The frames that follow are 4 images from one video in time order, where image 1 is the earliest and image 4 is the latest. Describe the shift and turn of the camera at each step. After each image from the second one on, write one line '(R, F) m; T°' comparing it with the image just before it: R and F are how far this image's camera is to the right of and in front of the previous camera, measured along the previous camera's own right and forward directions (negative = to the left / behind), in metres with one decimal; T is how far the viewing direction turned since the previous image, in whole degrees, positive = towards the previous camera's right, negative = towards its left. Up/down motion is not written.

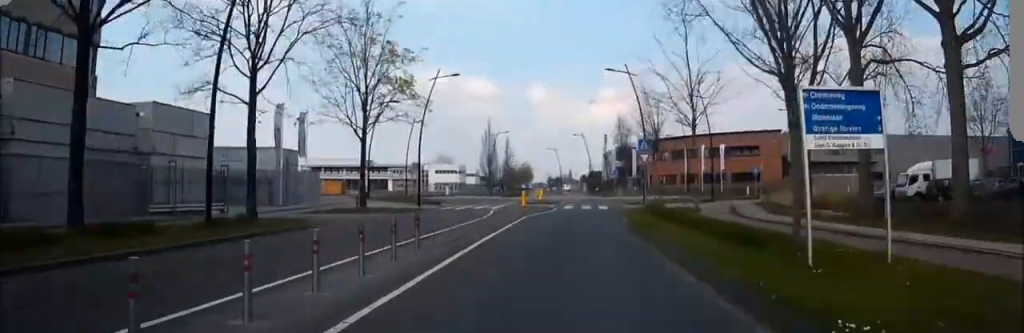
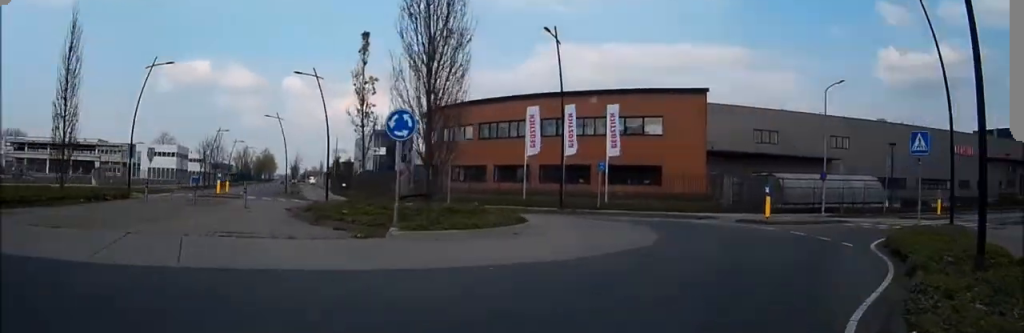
(+3.3, +49.5) m; +19°
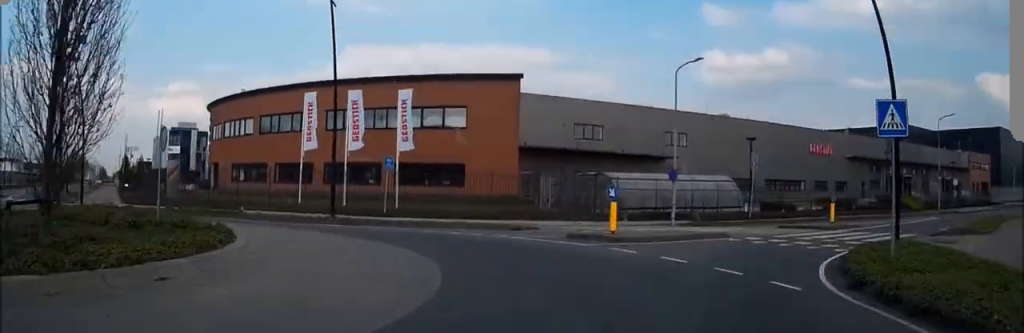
(+0.9, +8.0) m; +15°
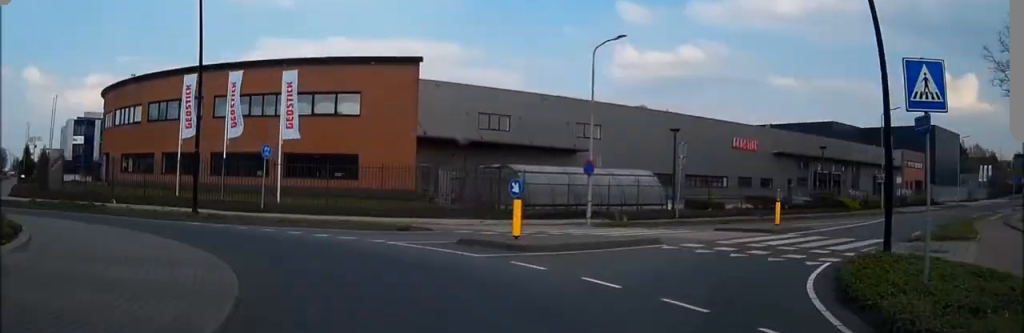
(+0.3, +4.3) m; +9°
